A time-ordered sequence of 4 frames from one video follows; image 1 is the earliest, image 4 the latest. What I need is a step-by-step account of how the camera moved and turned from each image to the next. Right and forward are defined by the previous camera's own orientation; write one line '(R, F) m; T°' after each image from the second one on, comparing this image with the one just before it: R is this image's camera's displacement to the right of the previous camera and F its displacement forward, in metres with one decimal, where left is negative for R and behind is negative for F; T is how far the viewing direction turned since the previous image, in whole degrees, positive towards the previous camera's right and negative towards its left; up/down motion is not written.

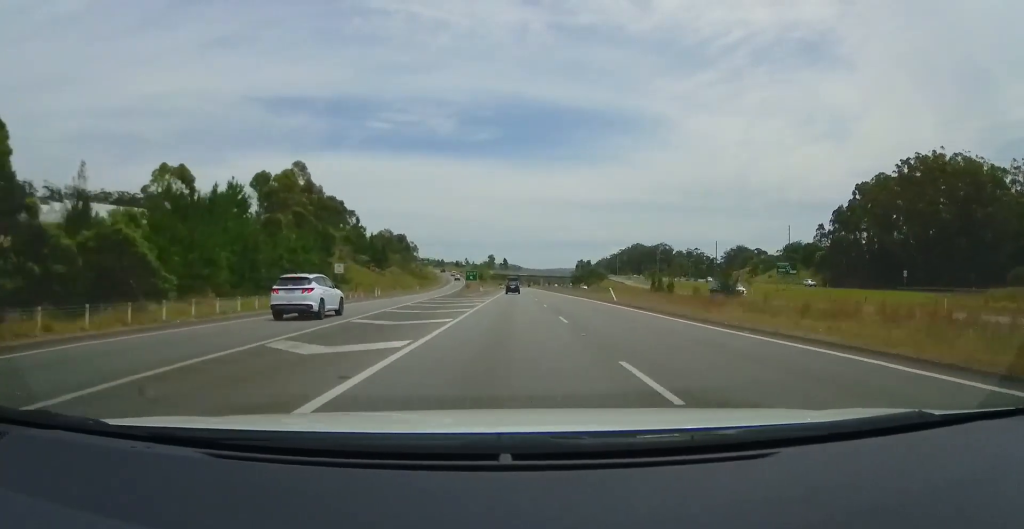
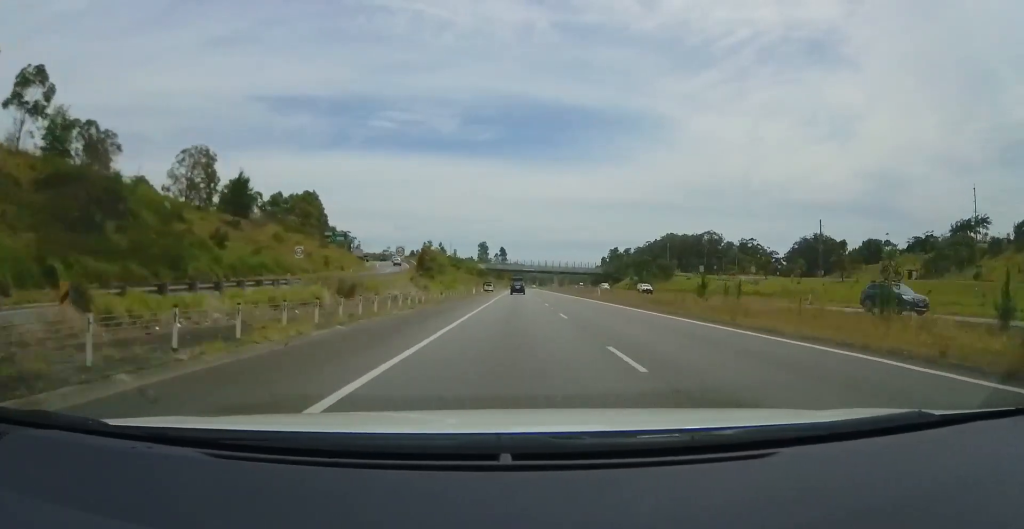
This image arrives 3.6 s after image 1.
(+0.4, +105.8) m; 0°
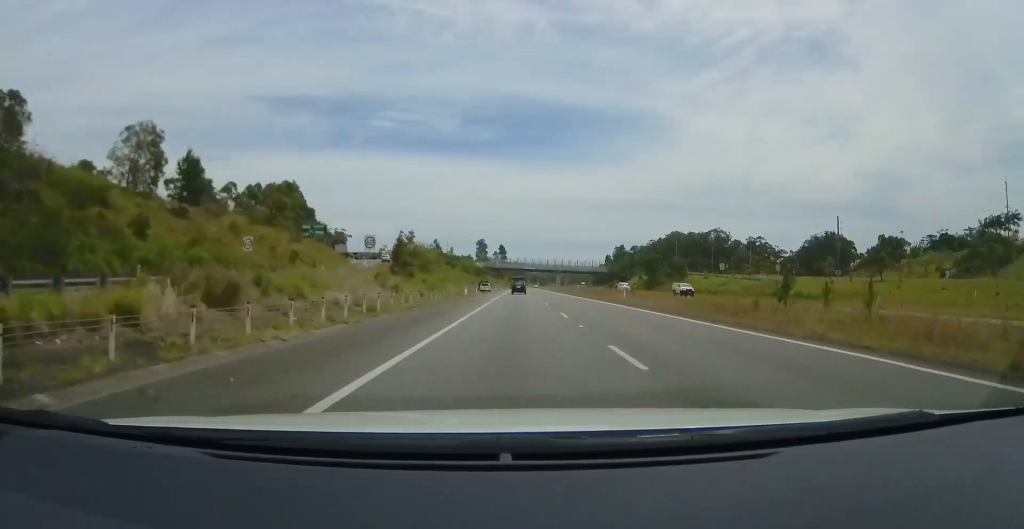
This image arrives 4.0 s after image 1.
(0.0, +11.9) m; 0°
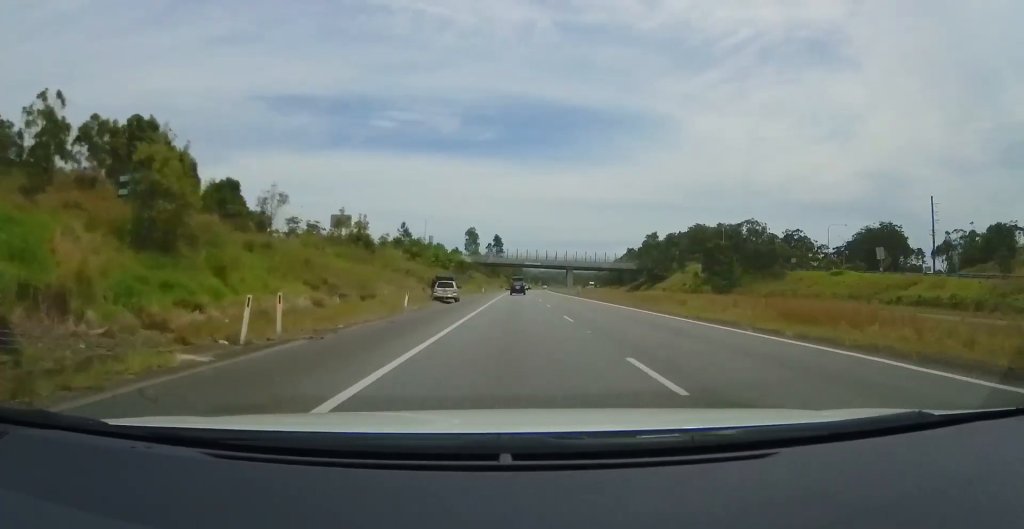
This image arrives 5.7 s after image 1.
(0.0, +49.9) m; 0°
